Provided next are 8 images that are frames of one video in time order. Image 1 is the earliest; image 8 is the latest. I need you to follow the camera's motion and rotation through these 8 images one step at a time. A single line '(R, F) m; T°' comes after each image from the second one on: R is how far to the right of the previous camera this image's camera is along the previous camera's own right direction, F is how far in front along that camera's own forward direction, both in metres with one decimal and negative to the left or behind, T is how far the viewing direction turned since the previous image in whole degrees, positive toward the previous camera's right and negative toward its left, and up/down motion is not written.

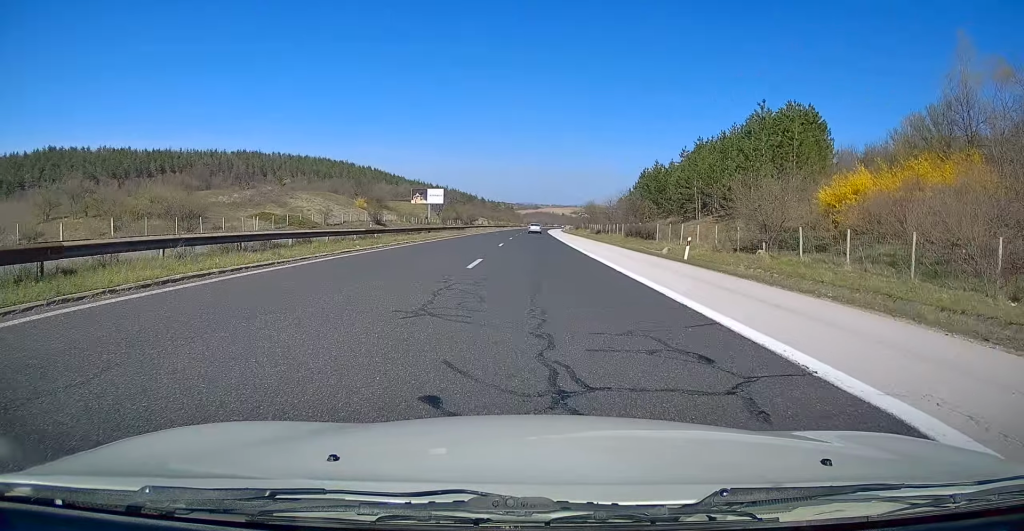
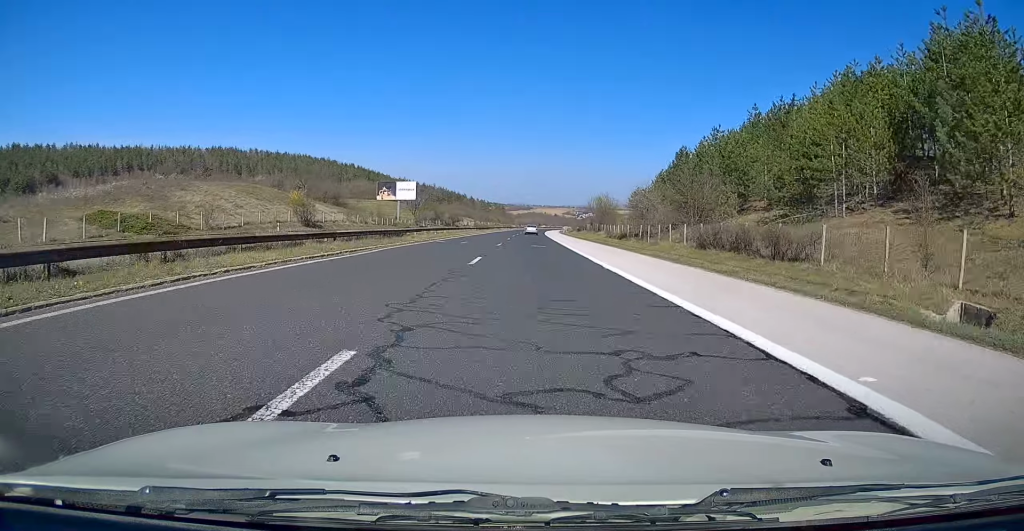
(-0.2, +30.0) m; 0°
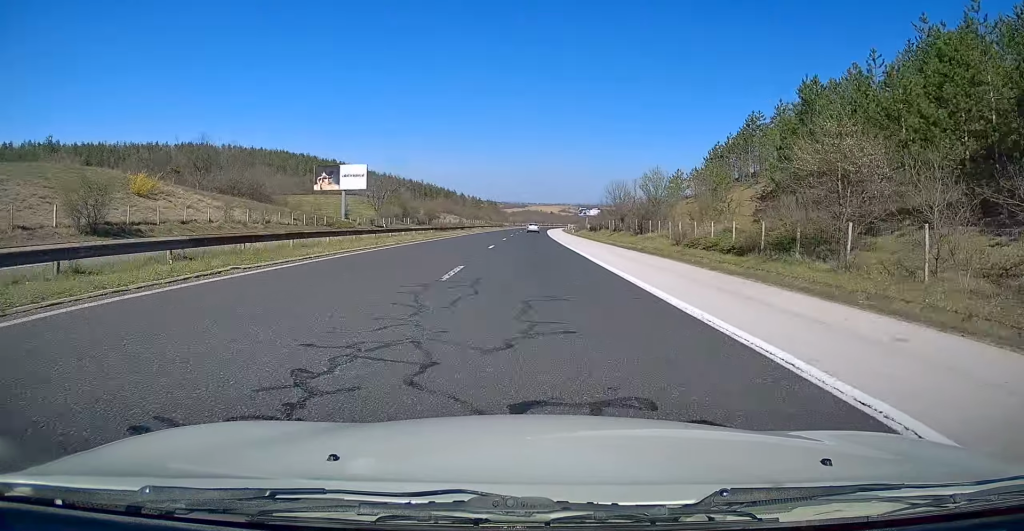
(+0.4, +37.4) m; +1°
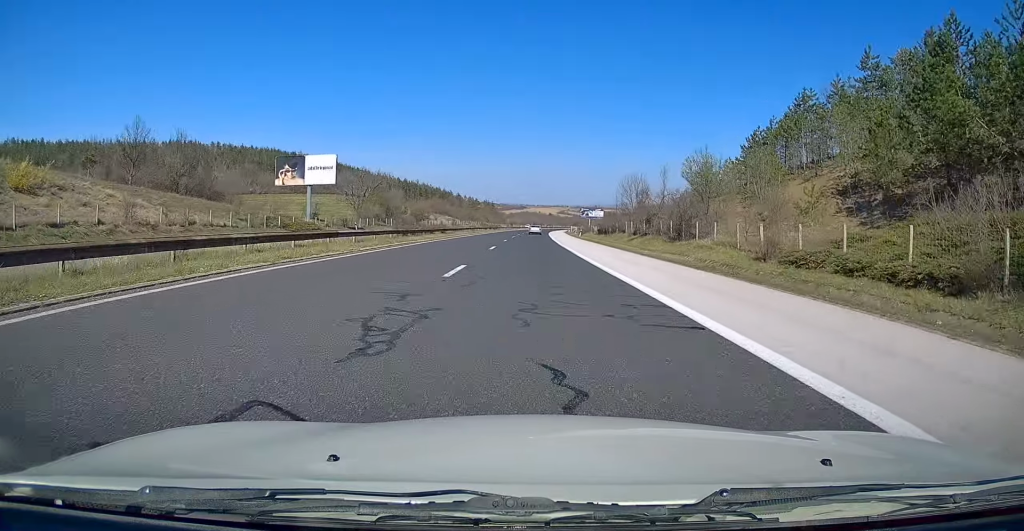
(+0.1, +15.0) m; 0°
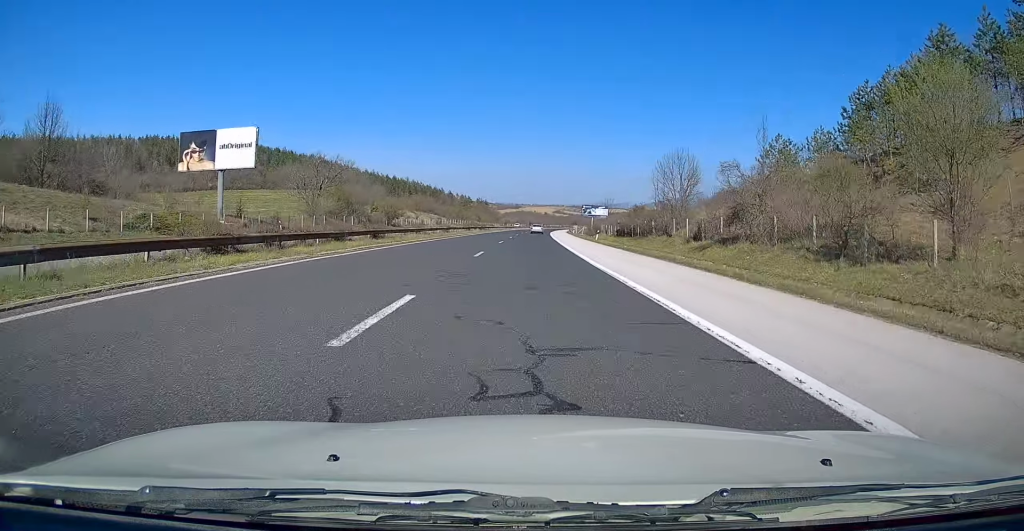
(0.0, +23.6) m; 0°
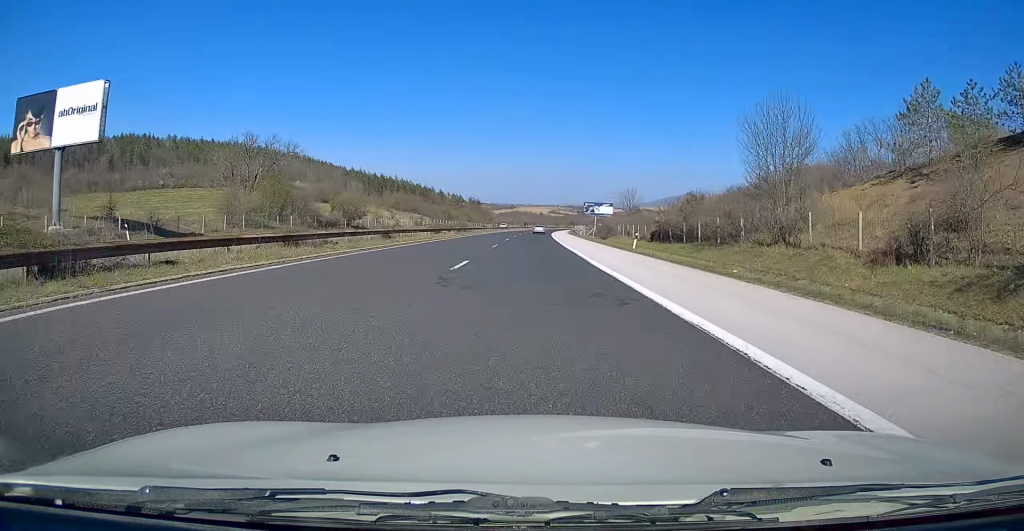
(0.0, +22.5) m; 0°
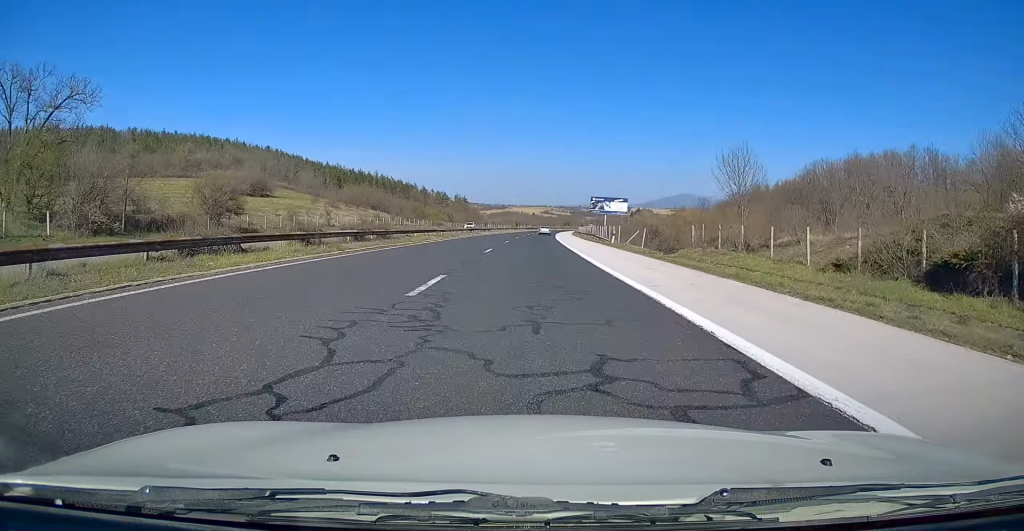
(+0.3, +37.8) m; +1°
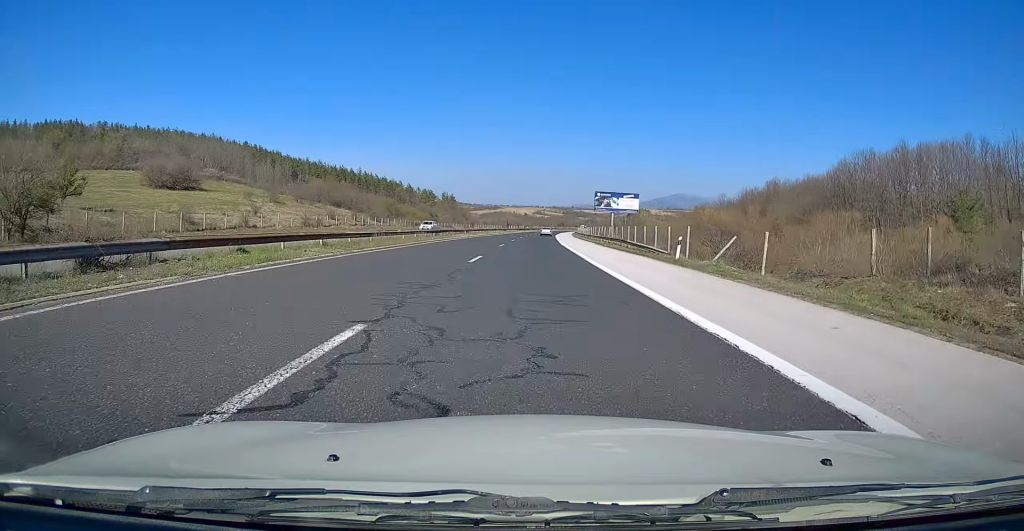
(-0.3, +22.8) m; +1°
